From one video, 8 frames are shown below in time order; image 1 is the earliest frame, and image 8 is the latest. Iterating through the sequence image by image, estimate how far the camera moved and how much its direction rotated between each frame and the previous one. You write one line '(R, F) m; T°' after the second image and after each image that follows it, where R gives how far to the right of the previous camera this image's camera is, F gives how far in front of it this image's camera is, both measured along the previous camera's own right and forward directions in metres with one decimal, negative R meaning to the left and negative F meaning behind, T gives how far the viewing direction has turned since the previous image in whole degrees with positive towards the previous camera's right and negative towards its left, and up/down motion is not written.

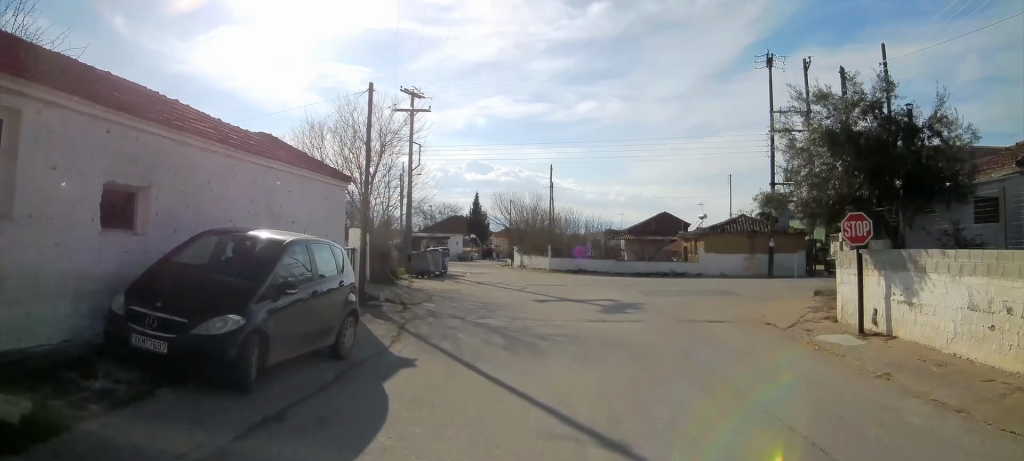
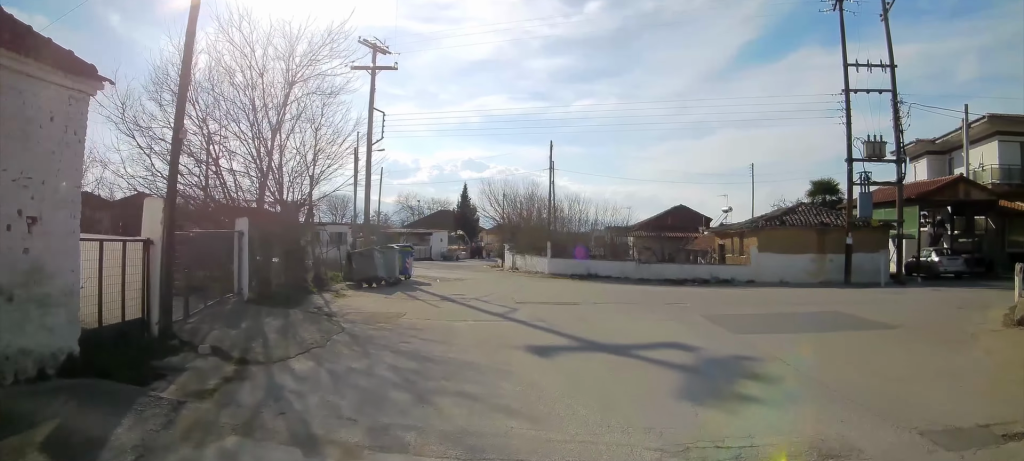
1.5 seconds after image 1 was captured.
(-0.2, +10.5) m; -1°
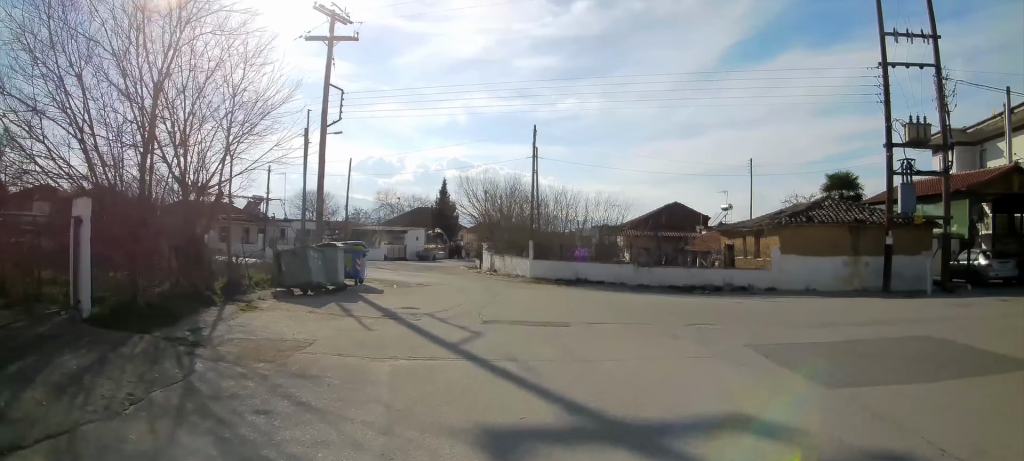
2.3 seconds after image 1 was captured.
(-0.2, +5.0) m; -1°
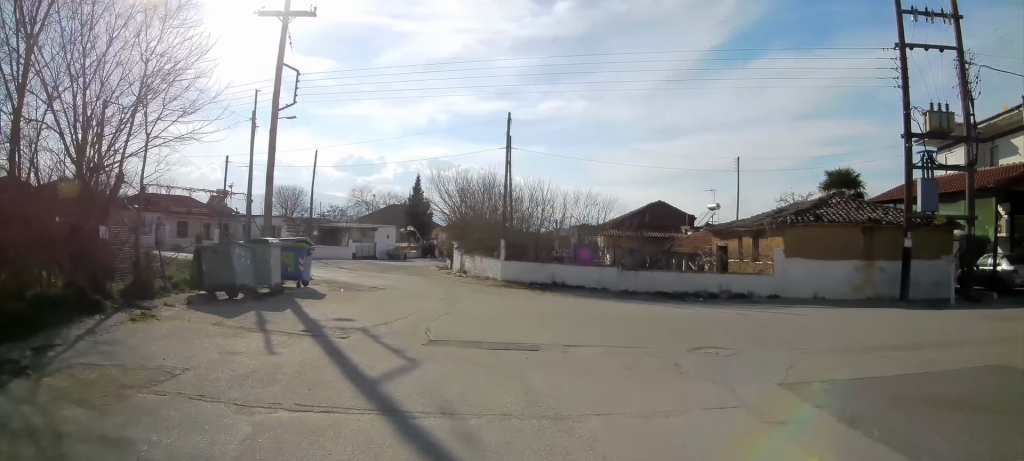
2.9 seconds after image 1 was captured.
(-0.1, +3.2) m; 0°
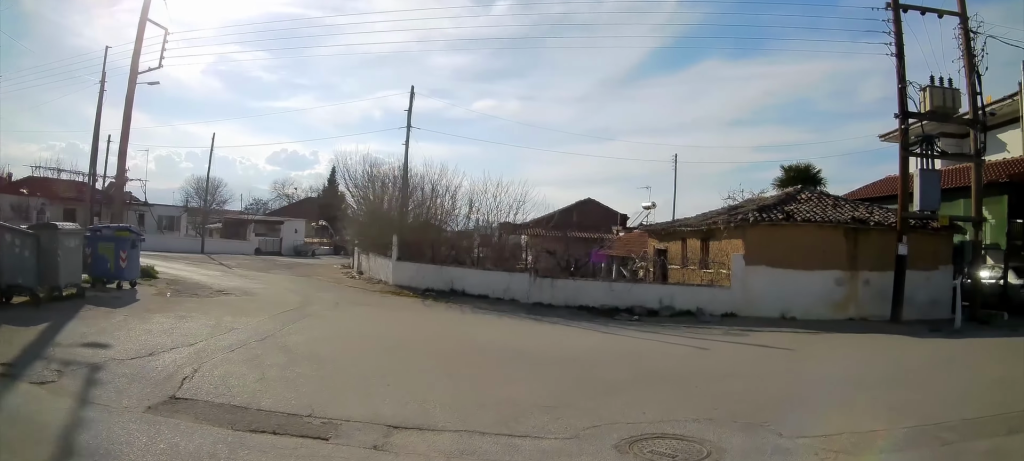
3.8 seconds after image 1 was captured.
(+0.2, +5.3) m; +8°
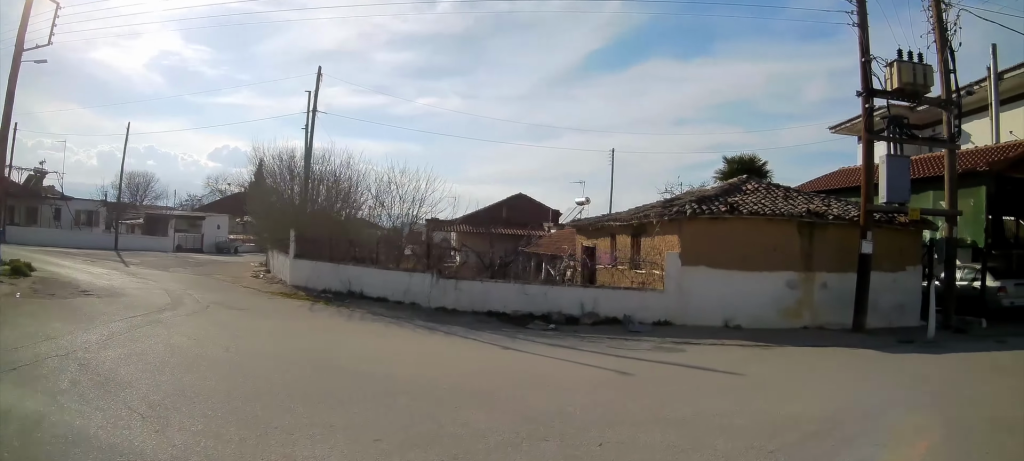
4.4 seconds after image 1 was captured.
(+0.2, +2.8) m; +9°
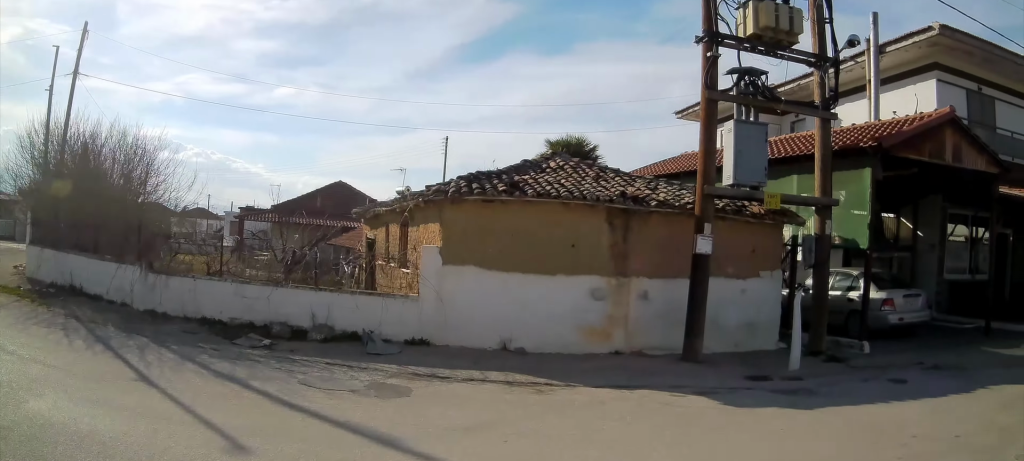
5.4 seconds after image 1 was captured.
(+0.8, +4.7) m; +18°
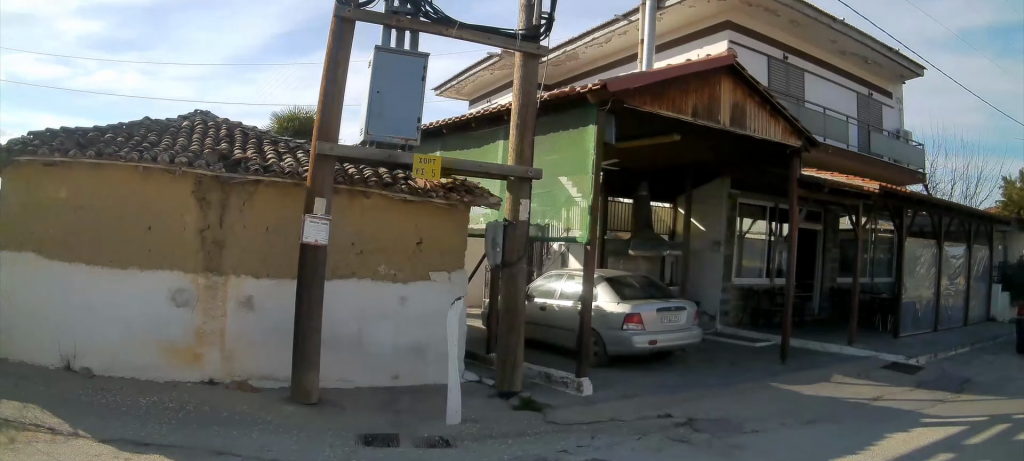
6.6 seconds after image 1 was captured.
(+0.6, +4.4) m; +19°
